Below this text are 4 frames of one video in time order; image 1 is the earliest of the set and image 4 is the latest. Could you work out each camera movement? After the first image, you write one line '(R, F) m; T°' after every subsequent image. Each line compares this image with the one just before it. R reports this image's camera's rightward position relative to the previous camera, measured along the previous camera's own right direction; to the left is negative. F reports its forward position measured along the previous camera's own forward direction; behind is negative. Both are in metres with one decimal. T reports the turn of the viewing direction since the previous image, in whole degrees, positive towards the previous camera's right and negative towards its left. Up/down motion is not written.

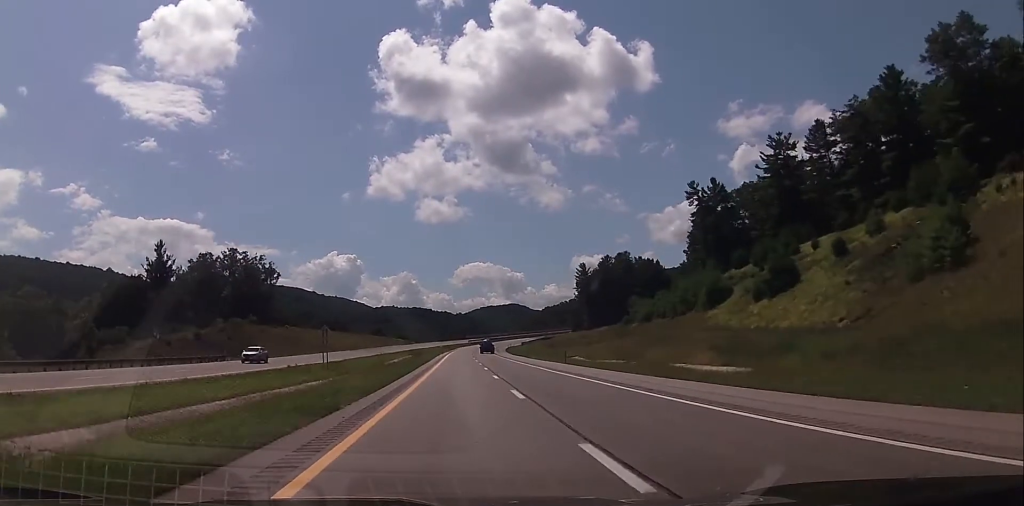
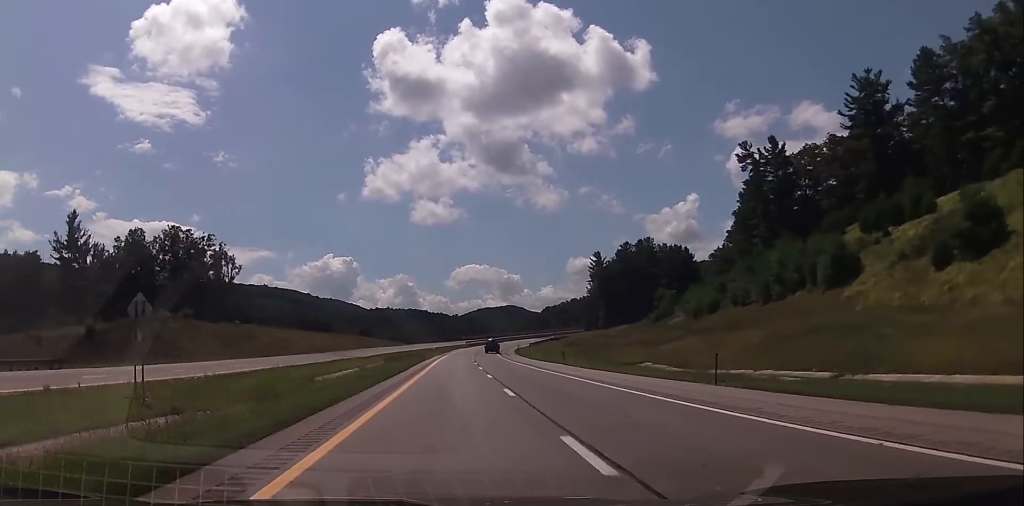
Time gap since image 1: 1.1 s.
(-0.4, +35.8) m; -1°
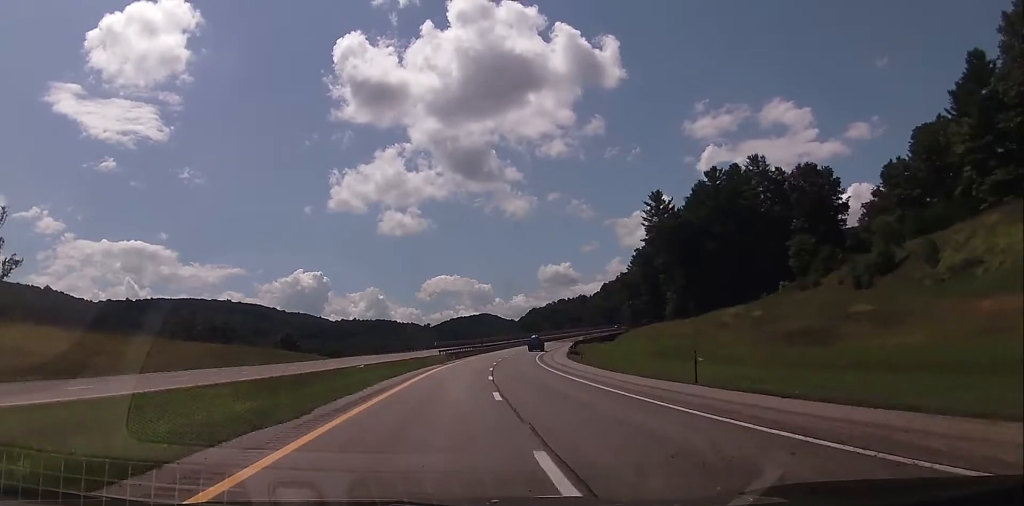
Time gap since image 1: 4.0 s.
(+1.6, +99.0) m; +2°
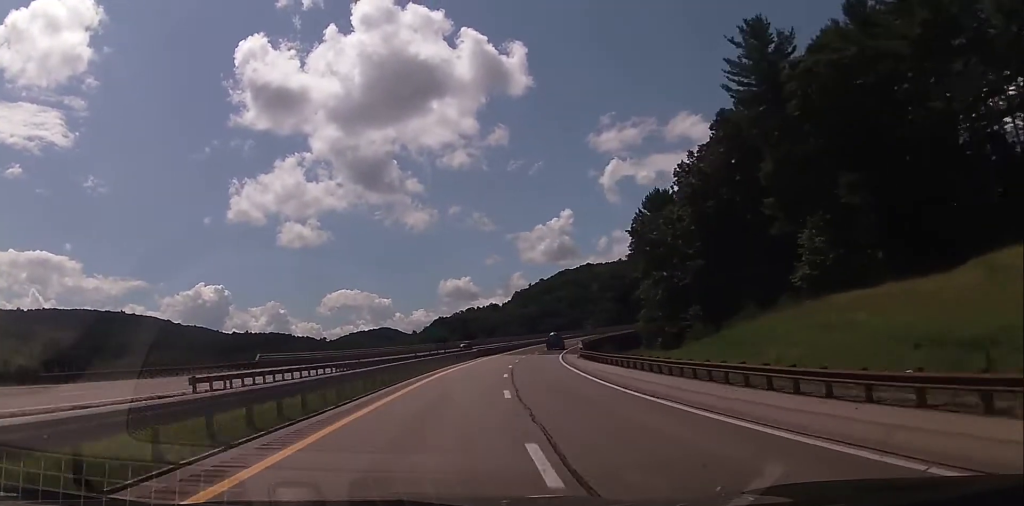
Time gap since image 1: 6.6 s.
(+3.7, +83.8) m; +9°
